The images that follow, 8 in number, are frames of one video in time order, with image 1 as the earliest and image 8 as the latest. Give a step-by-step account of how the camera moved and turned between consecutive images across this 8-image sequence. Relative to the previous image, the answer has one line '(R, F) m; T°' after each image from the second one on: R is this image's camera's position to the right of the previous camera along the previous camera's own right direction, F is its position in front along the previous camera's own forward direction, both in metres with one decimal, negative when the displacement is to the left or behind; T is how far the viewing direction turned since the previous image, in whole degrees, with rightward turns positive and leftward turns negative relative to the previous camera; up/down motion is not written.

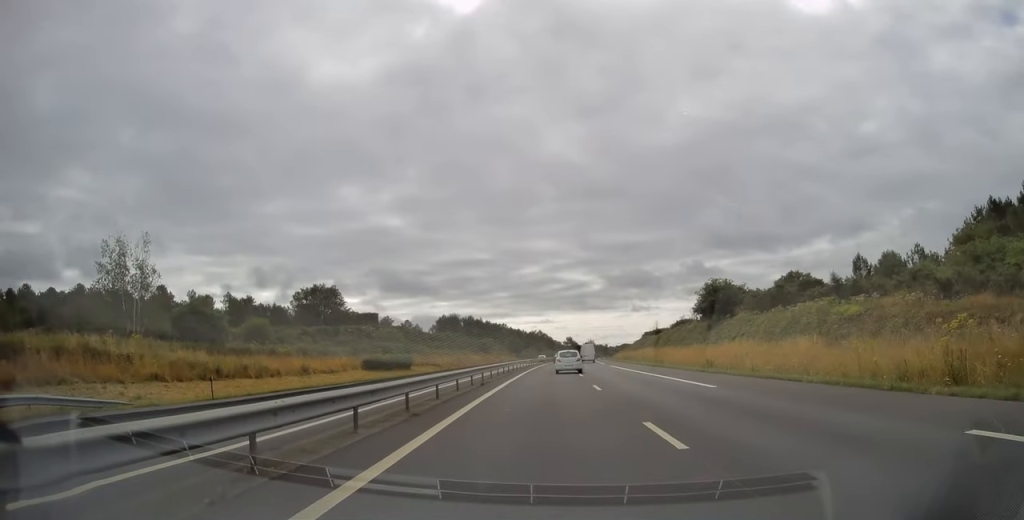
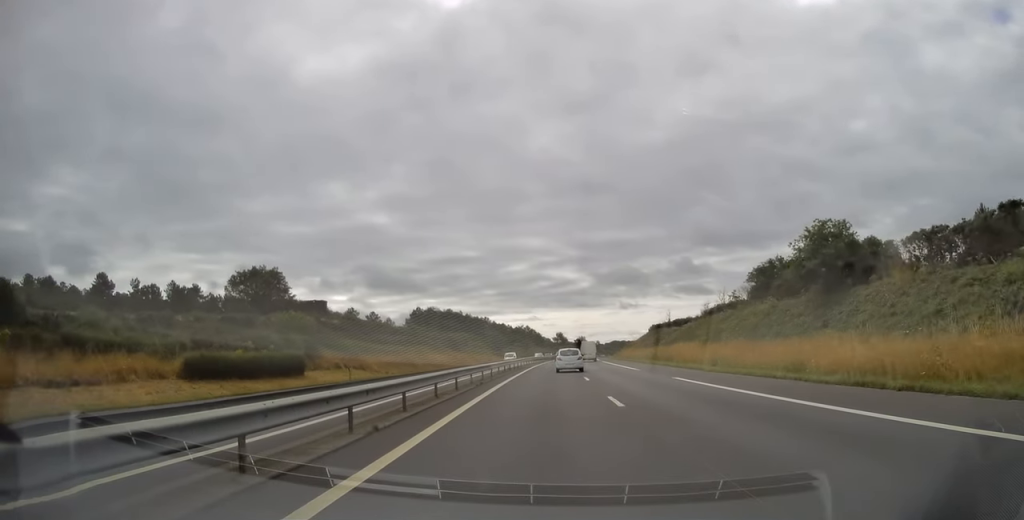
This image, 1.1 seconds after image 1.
(+0.4, +32.1) m; +2°
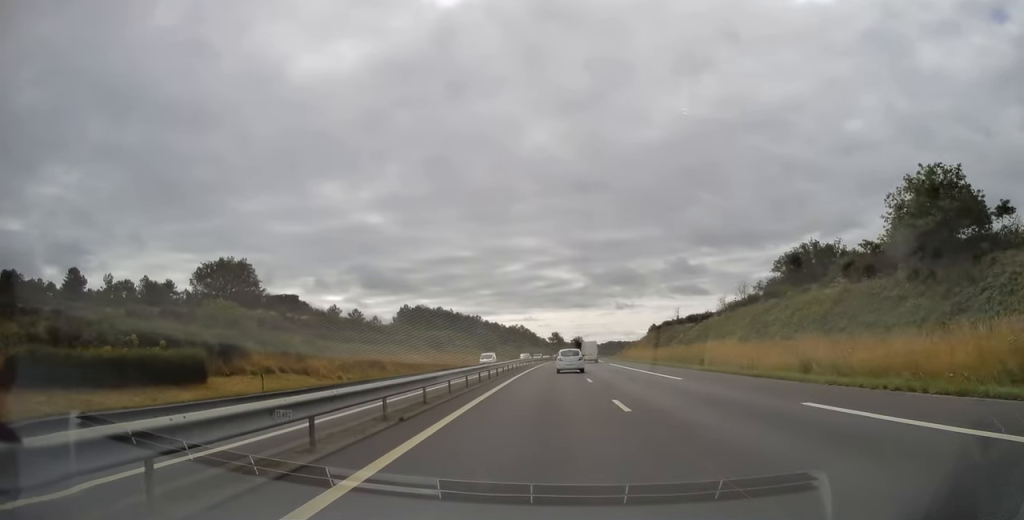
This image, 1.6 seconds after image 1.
(+0.1, +13.8) m; +1°
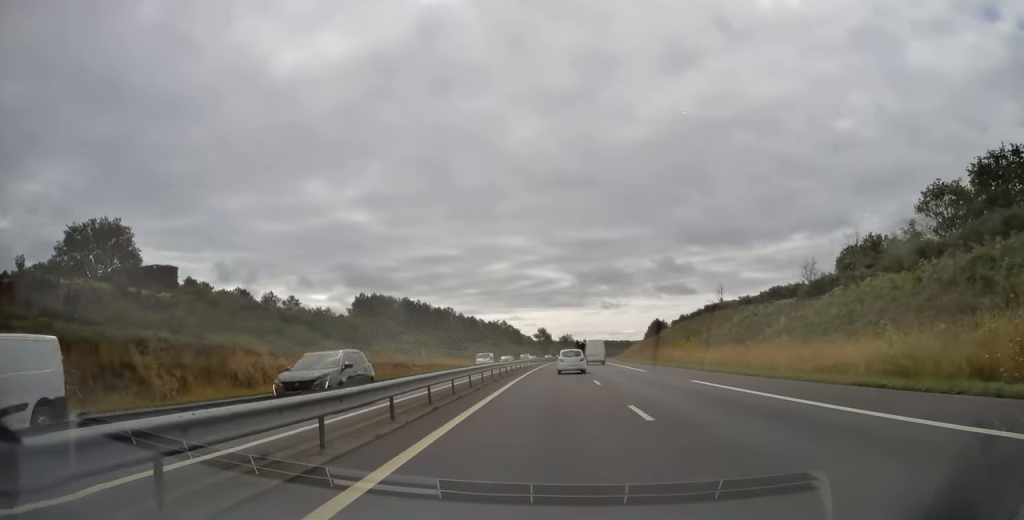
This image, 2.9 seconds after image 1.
(+0.6, +40.0) m; +1°
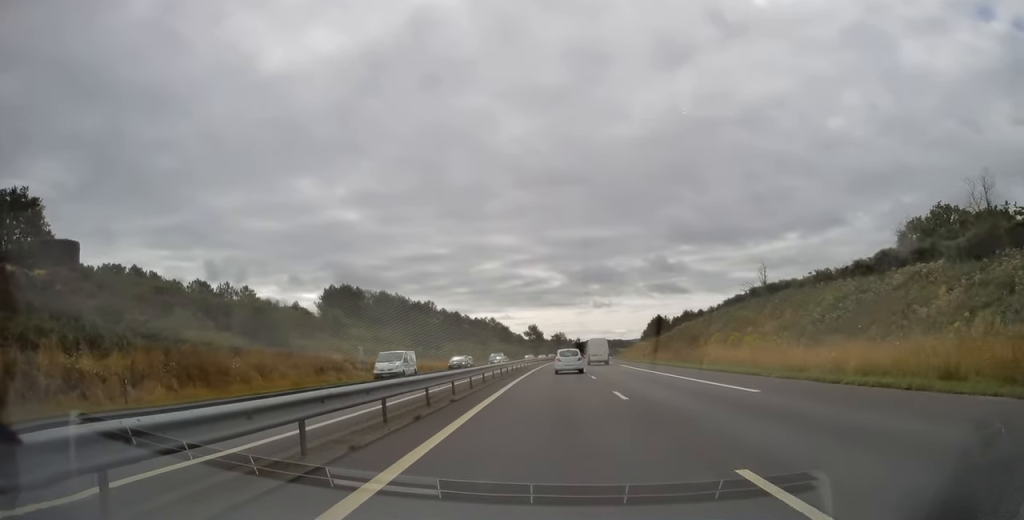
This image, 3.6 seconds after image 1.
(+0.1, +20.7) m; 0°
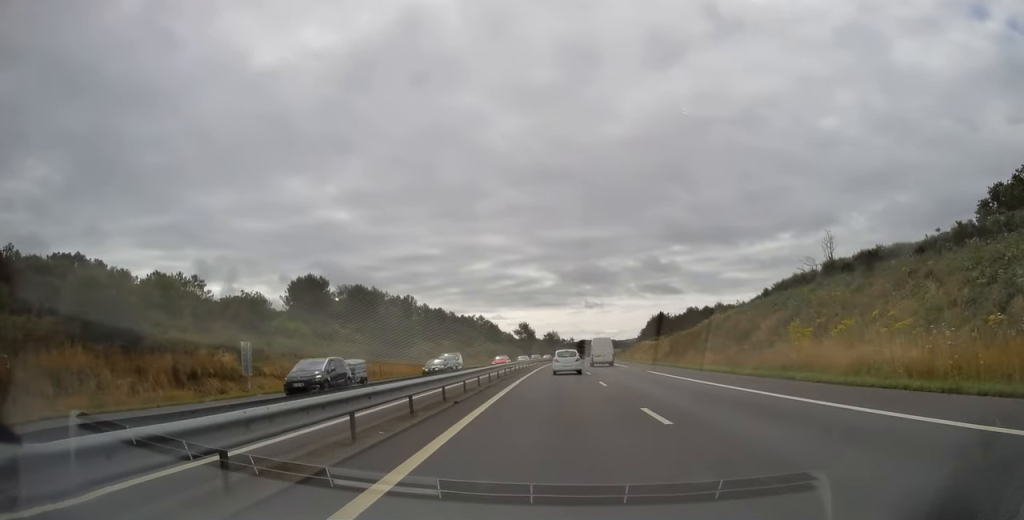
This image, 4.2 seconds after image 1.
(0.0, +18.2) m; +1°
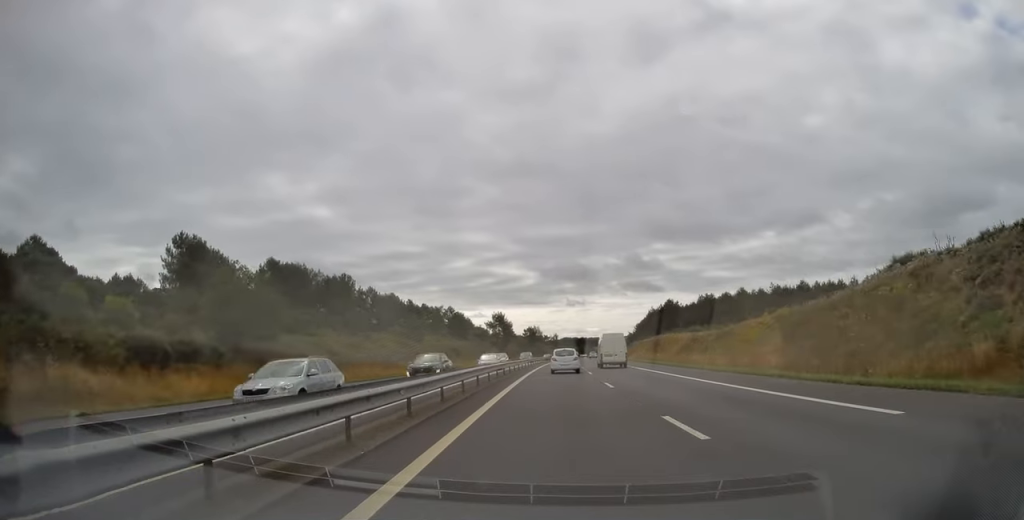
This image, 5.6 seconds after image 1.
(+0.8, +40.4) m; +2°
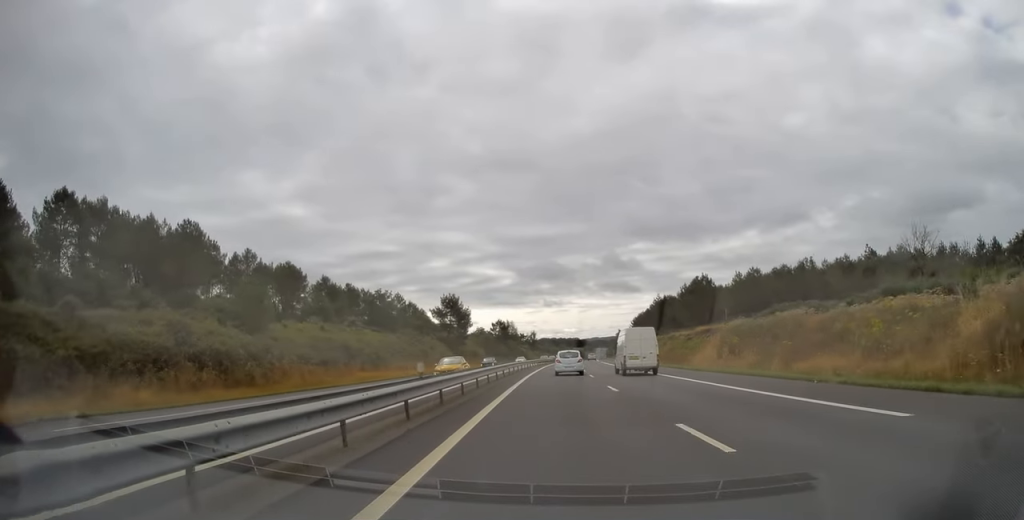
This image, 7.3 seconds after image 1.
(+0.7, +51.8) m; +2°
